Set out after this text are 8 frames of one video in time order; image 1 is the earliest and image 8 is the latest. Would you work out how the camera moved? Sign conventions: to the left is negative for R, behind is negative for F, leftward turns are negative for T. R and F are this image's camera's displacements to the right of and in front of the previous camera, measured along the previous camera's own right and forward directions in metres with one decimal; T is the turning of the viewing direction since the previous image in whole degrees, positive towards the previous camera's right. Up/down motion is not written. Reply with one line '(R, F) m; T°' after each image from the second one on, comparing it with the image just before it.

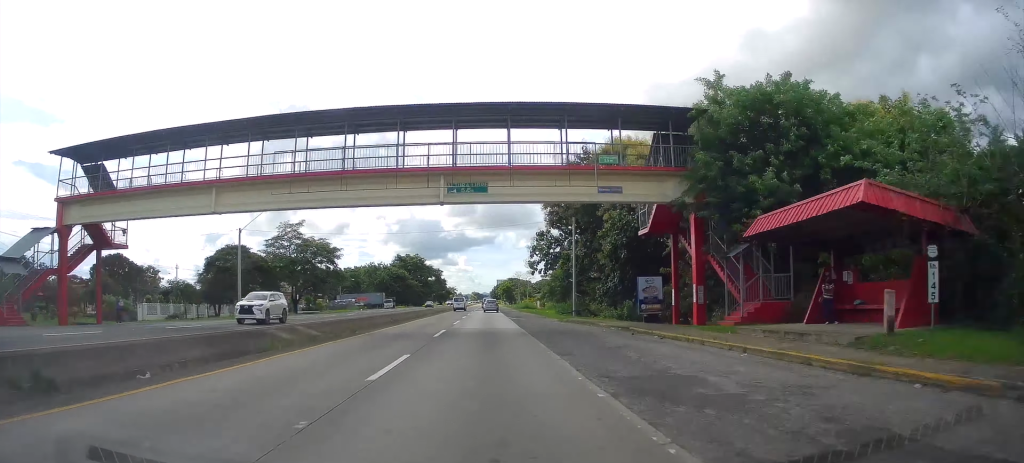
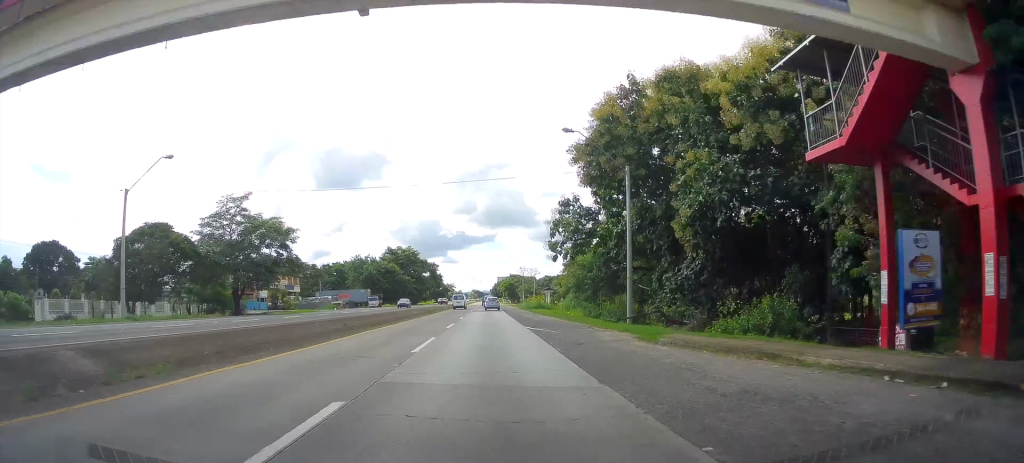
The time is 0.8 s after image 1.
(-0.1, +19.4) m; 0°
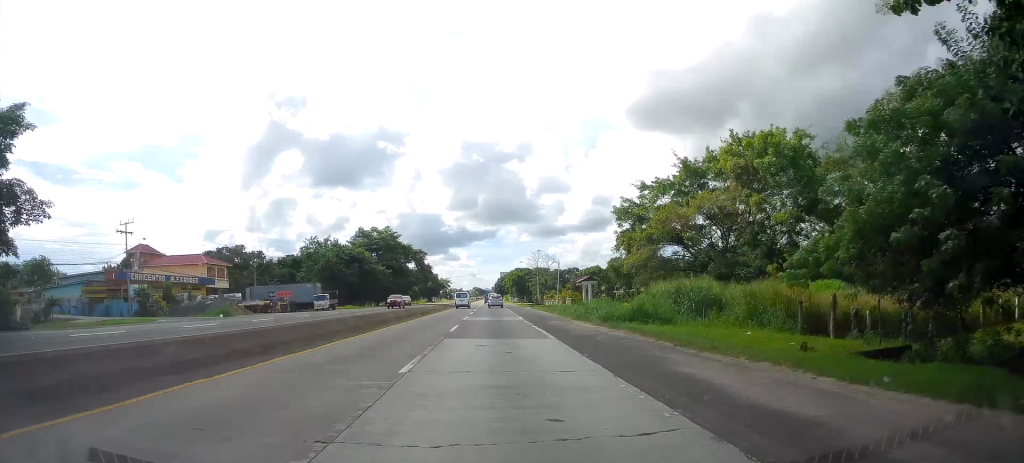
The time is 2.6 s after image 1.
(0.0, +40.5) m; 0°
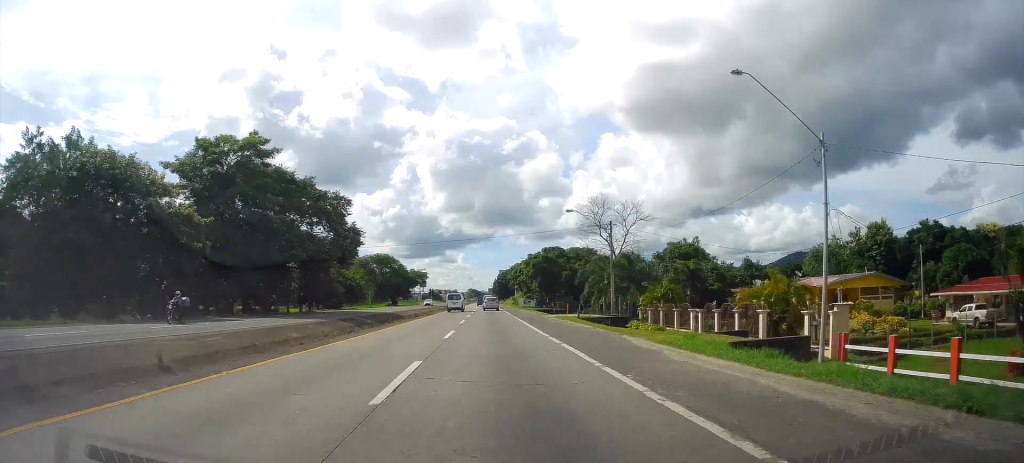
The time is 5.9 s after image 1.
(+0.7, +75.7) m; 0°
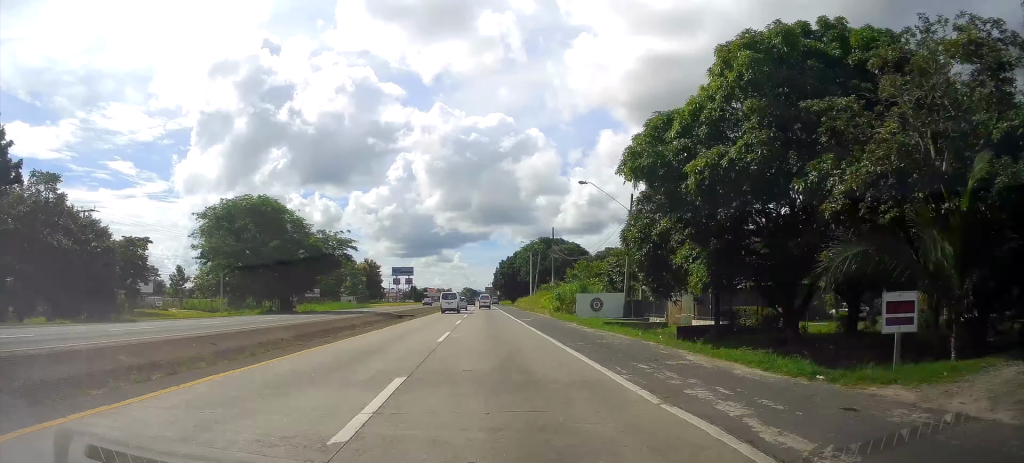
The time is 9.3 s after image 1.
(-0.7, +75.7) m; 0°
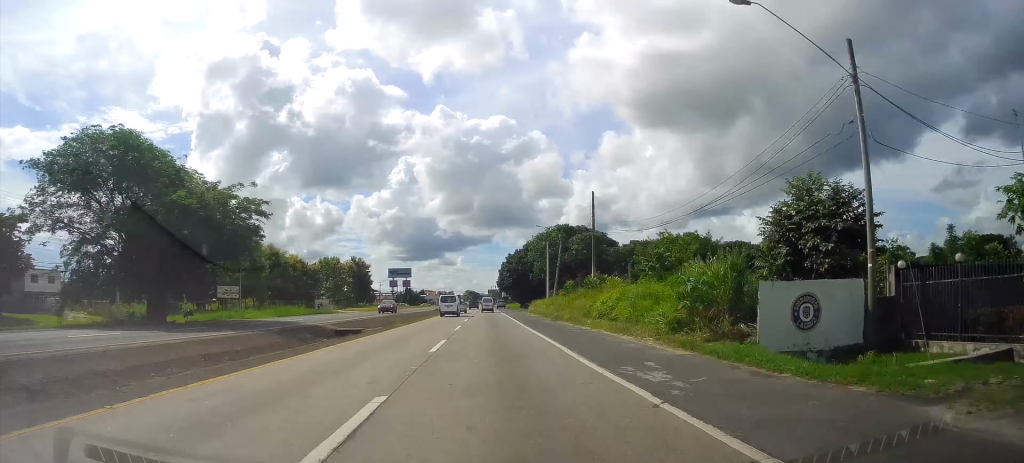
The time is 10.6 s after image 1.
(+0.1, +27.5) m; 0°
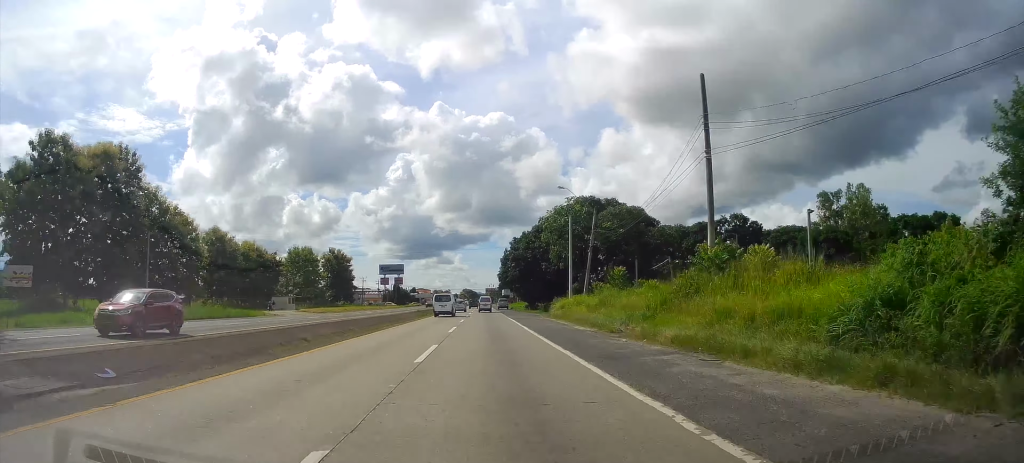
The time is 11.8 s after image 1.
(+0.3, +27.6) m; 0°
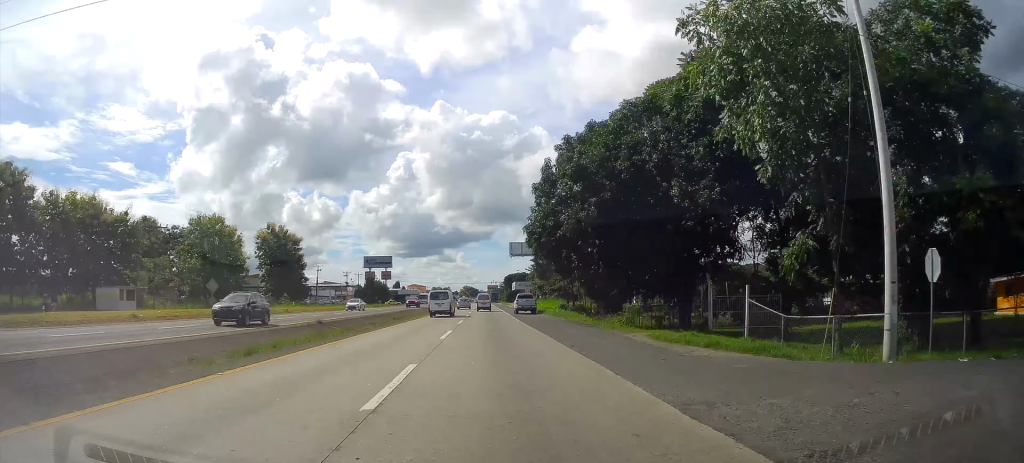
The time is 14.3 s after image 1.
(-0.2, +54.0) m; 0°
